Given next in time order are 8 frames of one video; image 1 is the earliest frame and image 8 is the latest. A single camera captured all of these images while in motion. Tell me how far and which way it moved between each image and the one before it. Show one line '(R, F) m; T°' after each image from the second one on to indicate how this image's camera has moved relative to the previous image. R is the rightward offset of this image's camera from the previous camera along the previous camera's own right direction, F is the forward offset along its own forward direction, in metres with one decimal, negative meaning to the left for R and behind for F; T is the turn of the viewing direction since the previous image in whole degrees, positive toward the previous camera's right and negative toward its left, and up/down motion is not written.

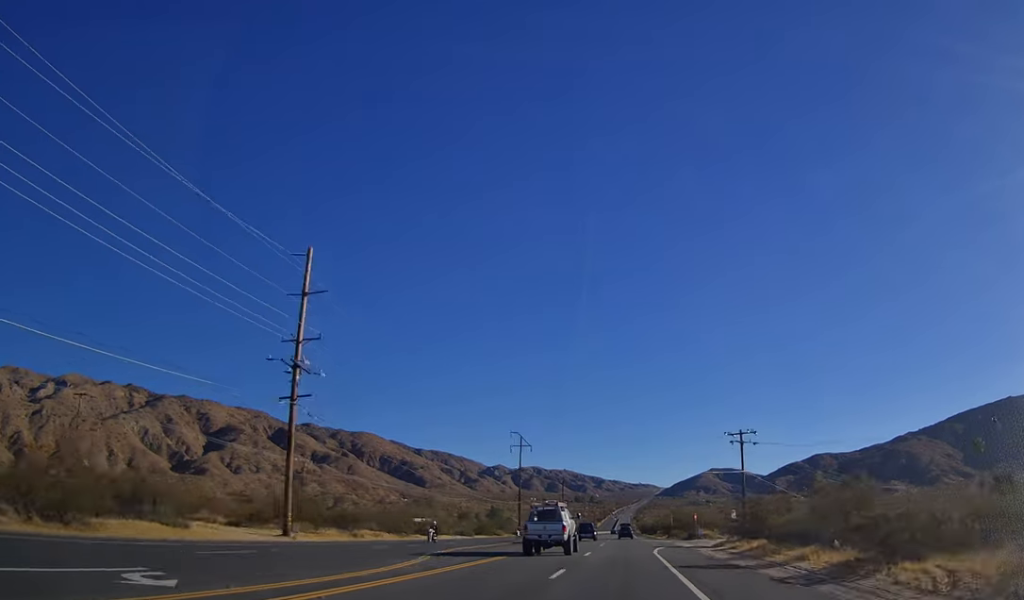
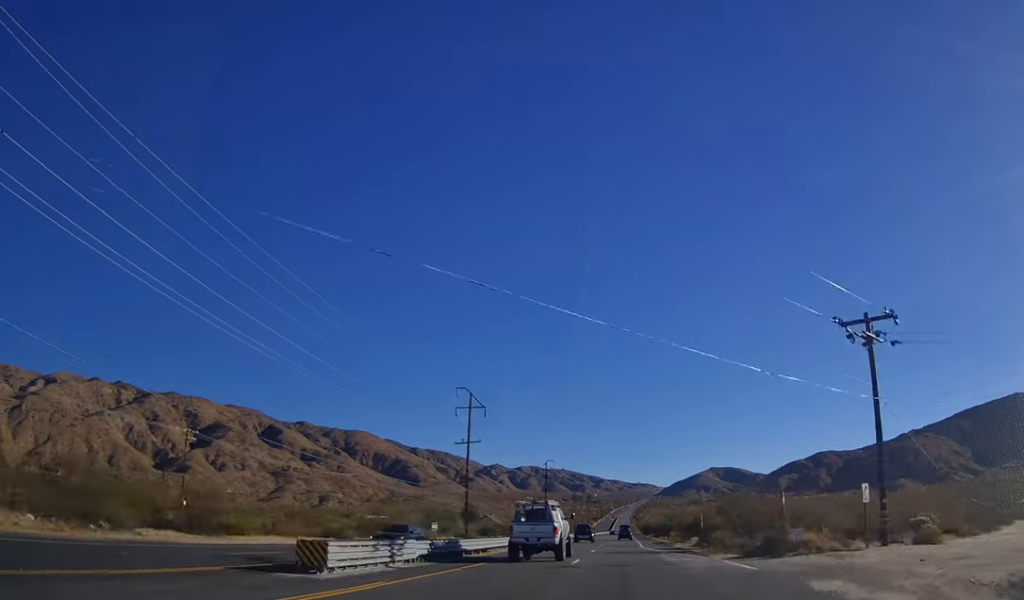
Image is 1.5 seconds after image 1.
(-0.3, +41.8) m; 0°
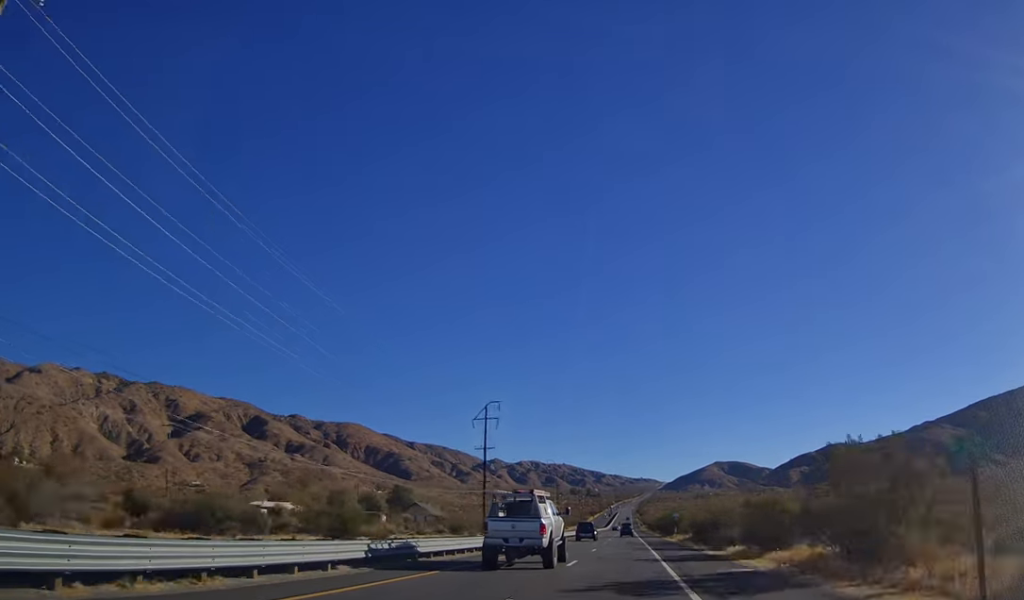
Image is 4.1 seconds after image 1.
(0.0, +76.3) m; 0°
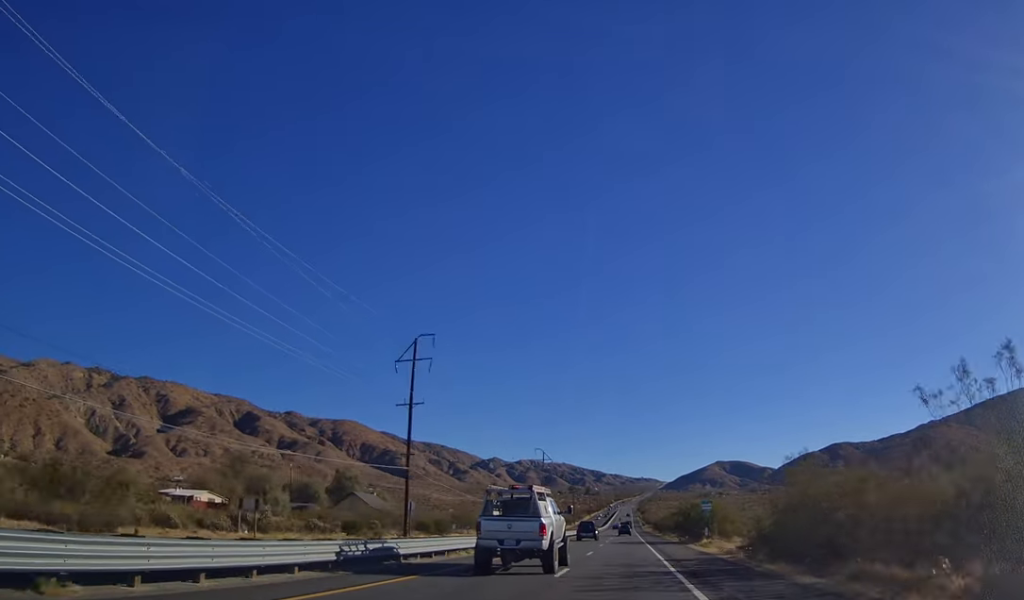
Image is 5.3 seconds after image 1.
(-0.6, +34.4) m; 0°
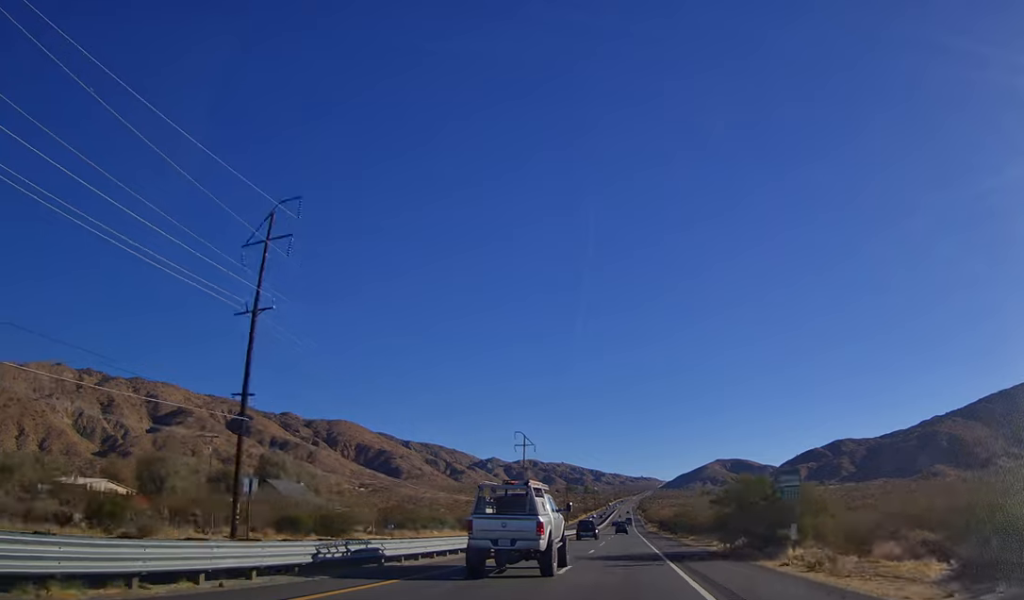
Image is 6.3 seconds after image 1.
(+0.4, +28.7) m; 0°
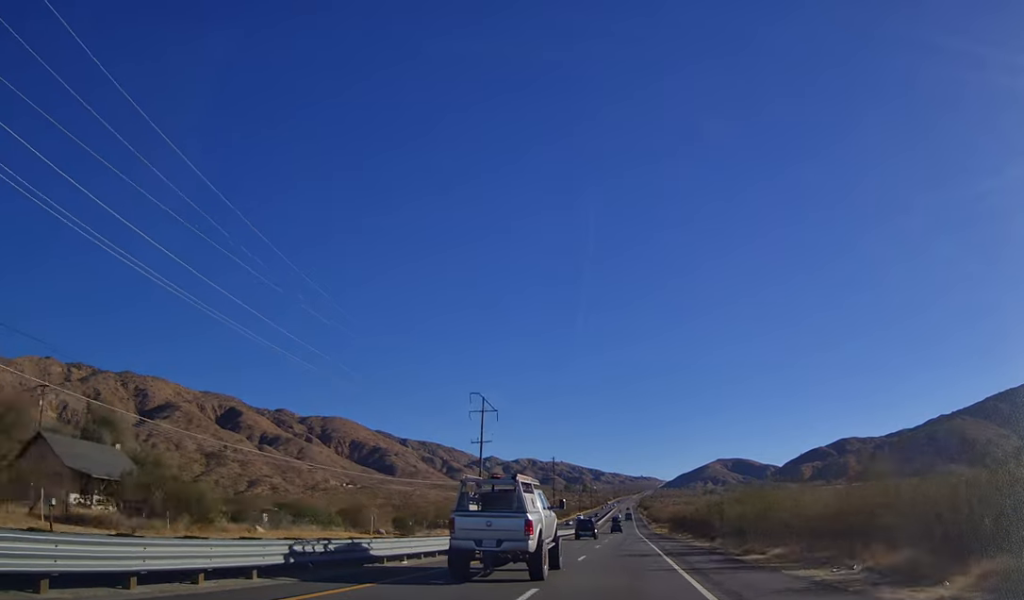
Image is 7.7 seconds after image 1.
(+0.4, +38.2) m; 0°
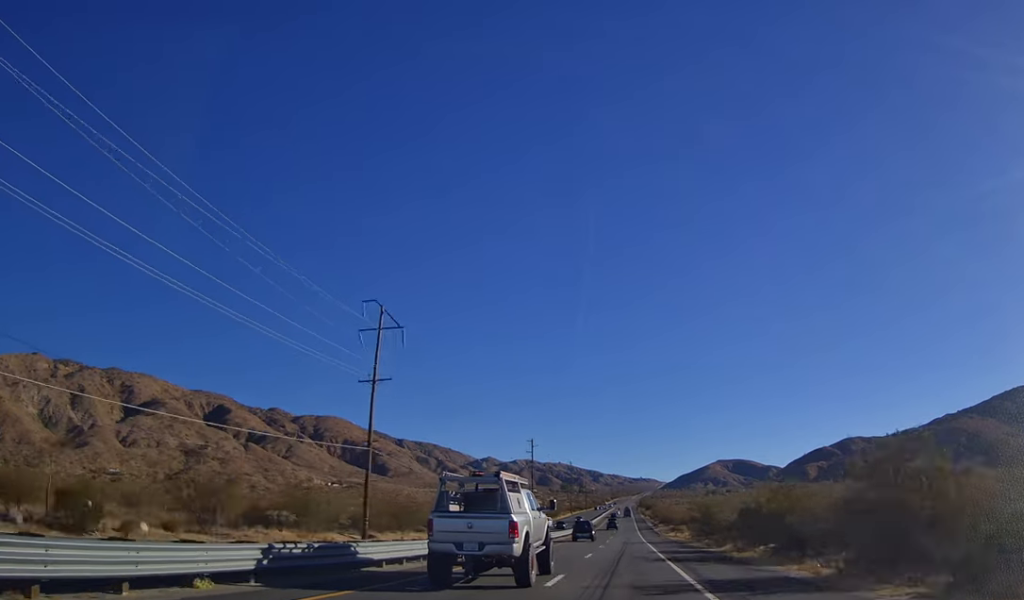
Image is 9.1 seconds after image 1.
(-0.3, +40.2) m; 0°
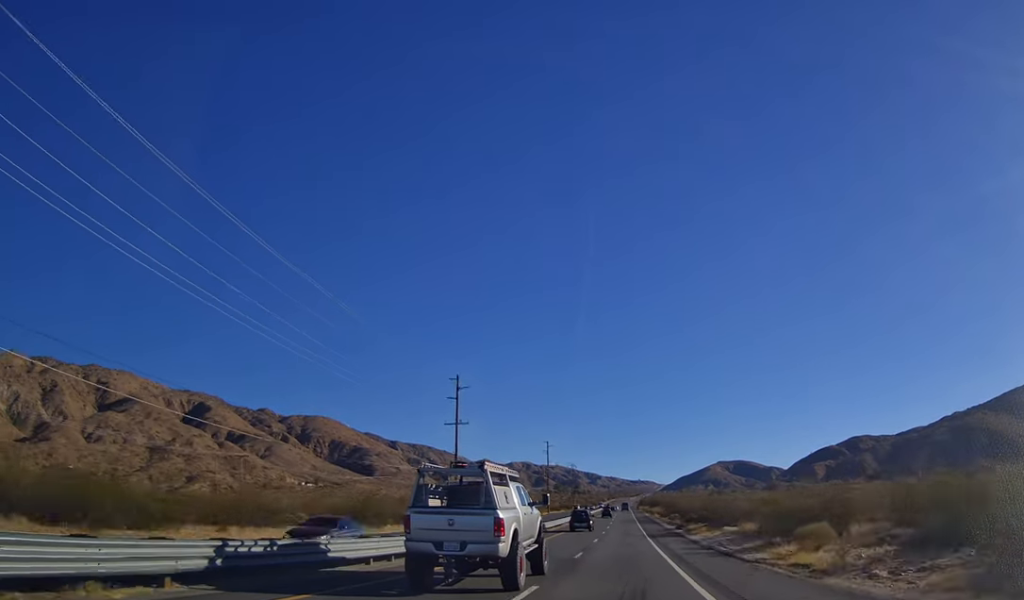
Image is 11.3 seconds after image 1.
(0.0, +63.5) m; +1°
